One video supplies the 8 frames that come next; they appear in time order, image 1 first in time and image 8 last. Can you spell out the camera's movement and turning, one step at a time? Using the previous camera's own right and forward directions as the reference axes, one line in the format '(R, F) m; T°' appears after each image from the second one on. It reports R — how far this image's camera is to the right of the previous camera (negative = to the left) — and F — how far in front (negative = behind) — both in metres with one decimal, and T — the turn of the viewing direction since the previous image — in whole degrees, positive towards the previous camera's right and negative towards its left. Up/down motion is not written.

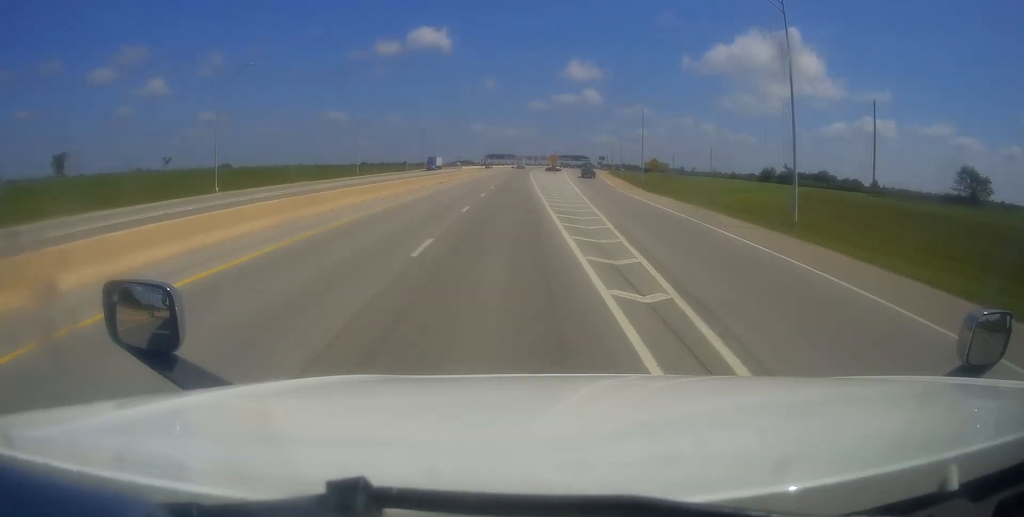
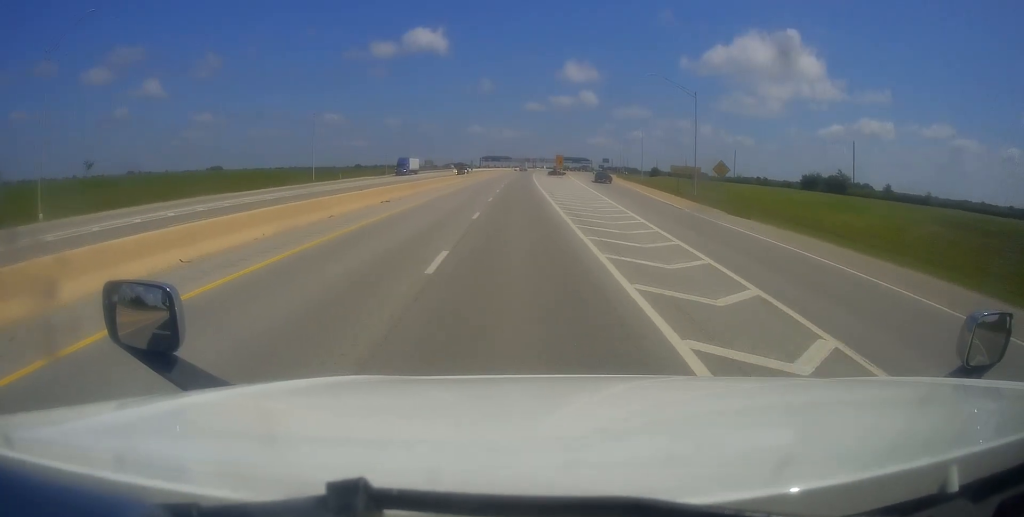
(0.0, +25.9) m; 0°
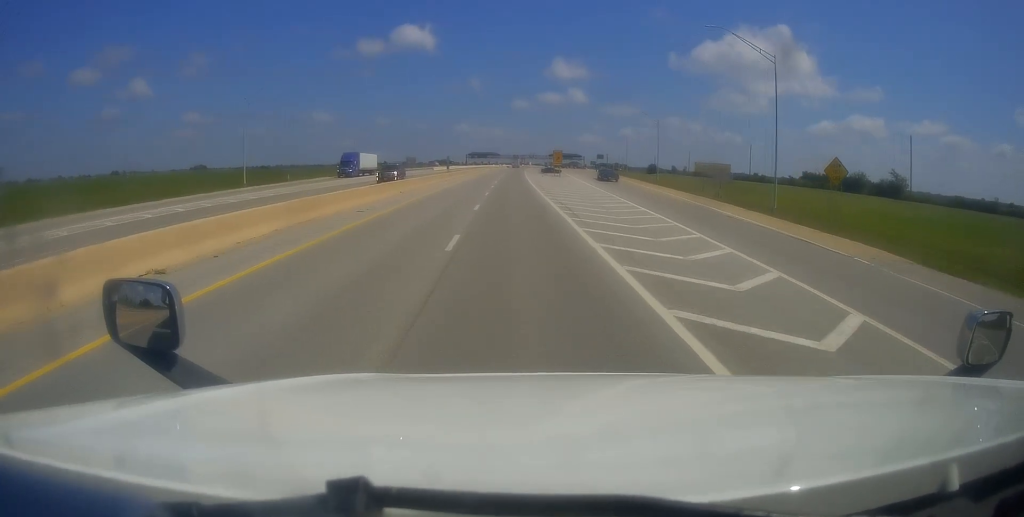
(0.0, +21.5) m; 0°
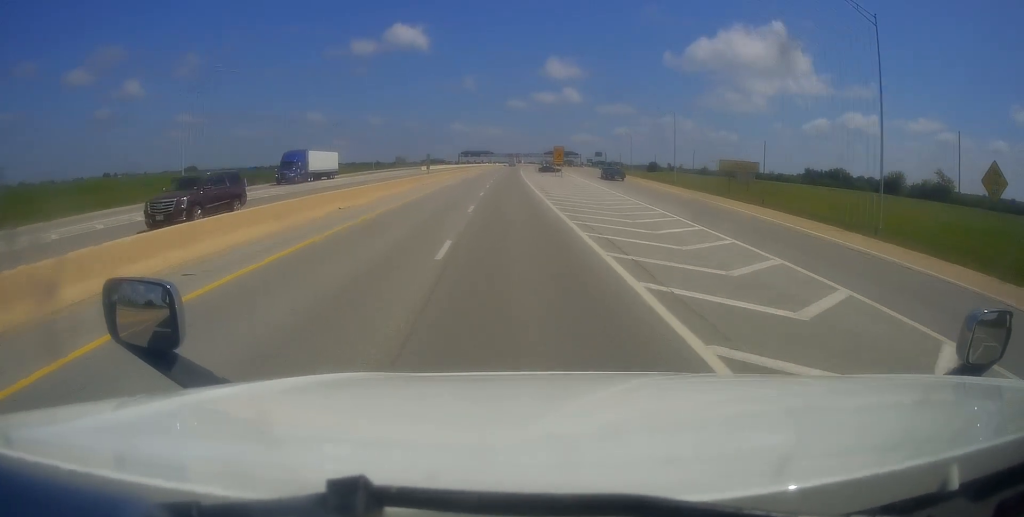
(0.0, +13.5) m; 0°
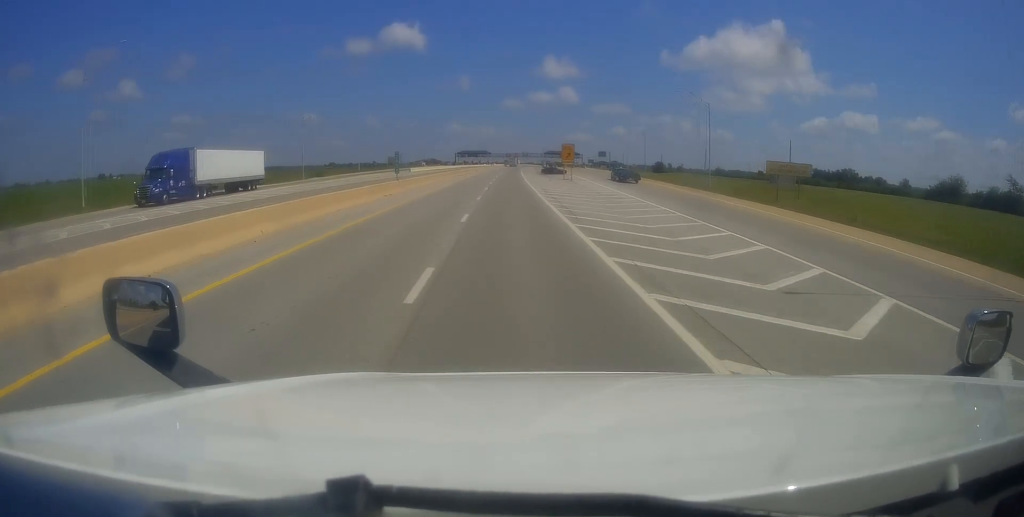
(0.0, +16.0) m; +1°
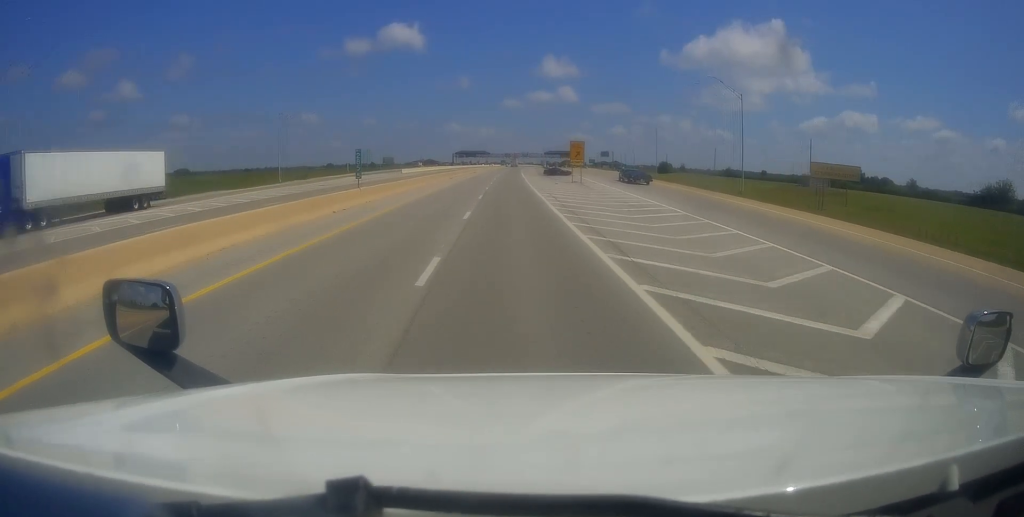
(-0.1, +10.8) m; +1°
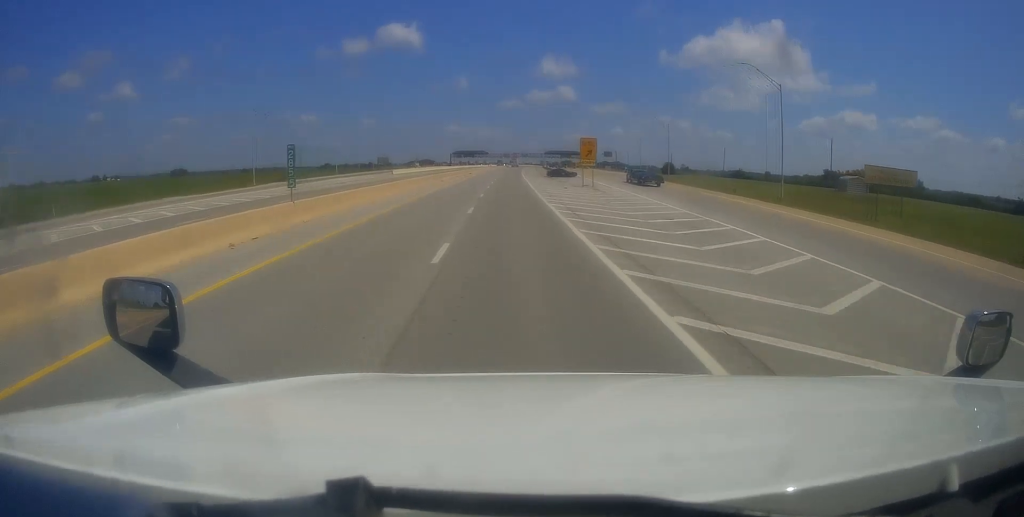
(+0.3, +9.7) m; 0°
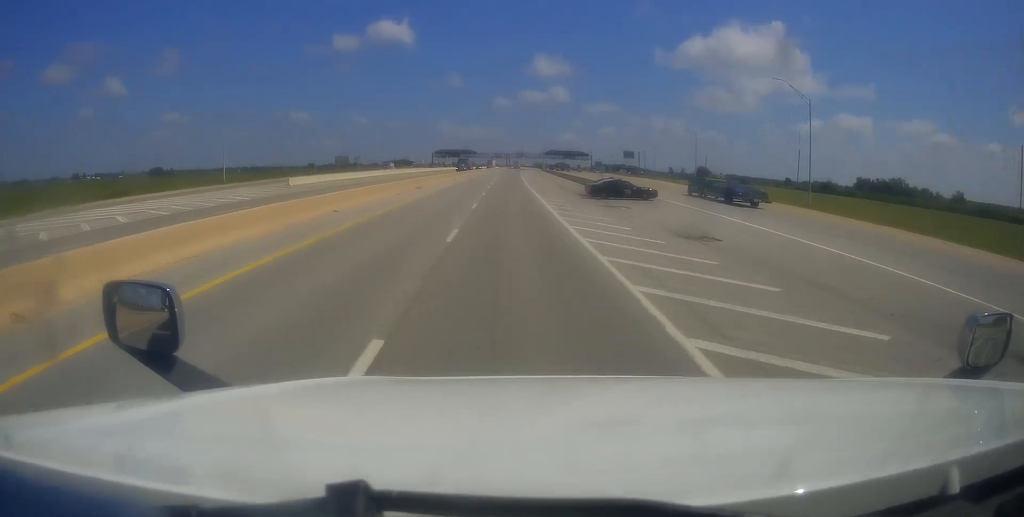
(-0.9, +56.8) m; -1°
